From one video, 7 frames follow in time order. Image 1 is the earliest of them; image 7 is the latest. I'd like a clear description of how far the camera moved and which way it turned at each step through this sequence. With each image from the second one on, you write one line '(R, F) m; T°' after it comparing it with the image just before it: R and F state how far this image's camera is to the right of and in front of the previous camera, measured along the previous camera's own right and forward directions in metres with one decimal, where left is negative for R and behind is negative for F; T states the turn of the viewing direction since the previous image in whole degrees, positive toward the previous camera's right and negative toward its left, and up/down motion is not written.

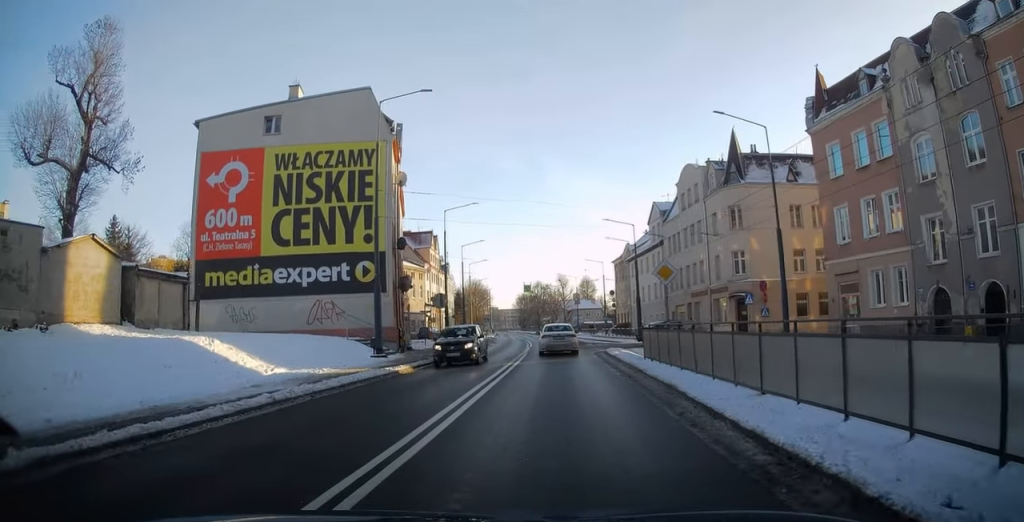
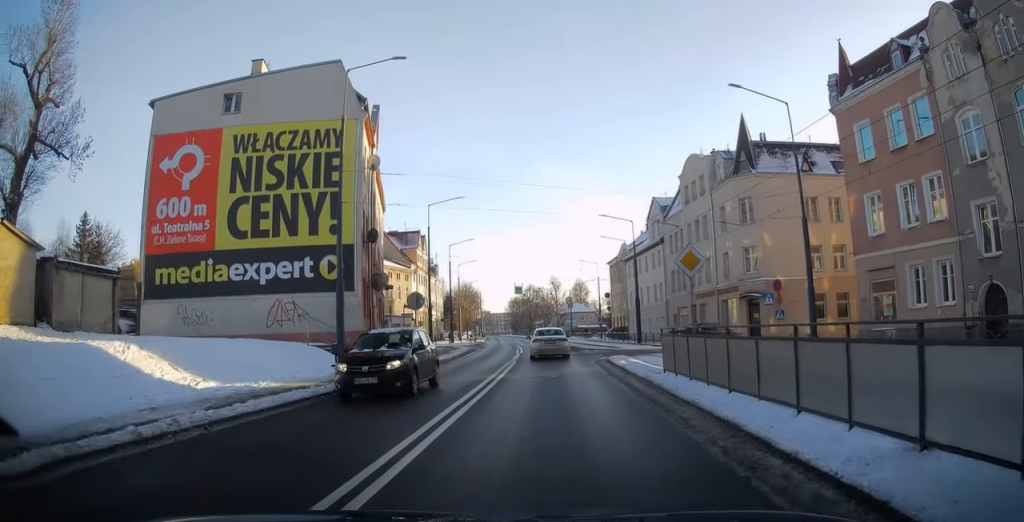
(0.0, +4.2) m; +1°
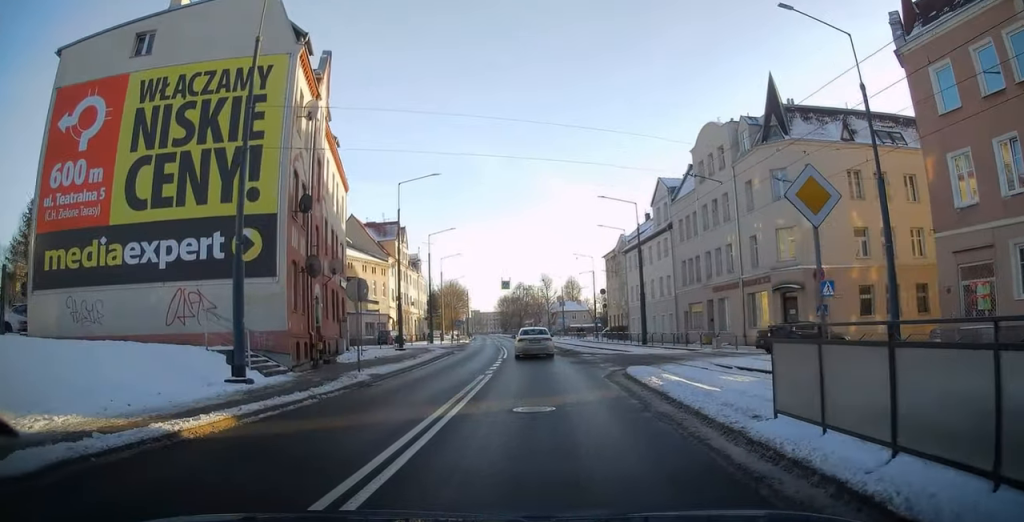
(+0.1, +7.5) m; +1°
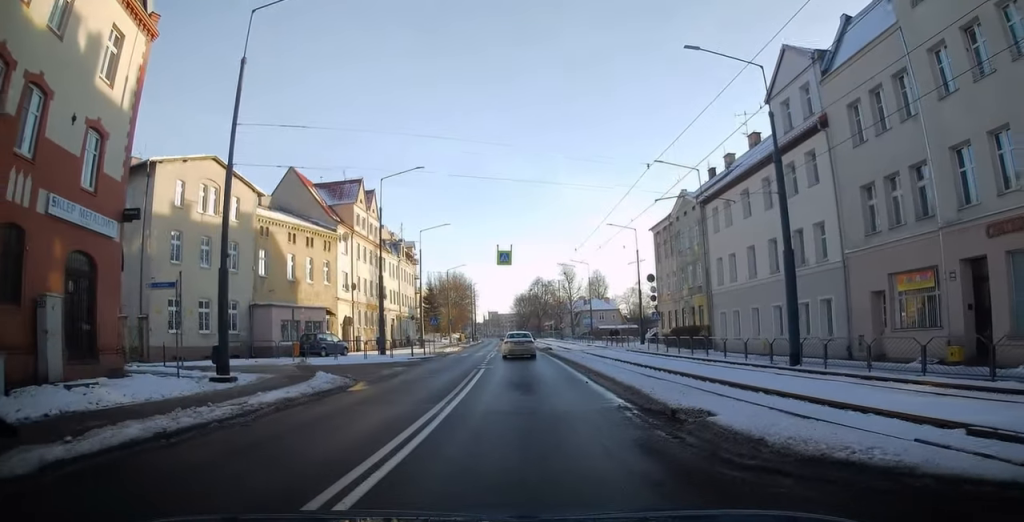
(-0.1, +25.6) m; -2°
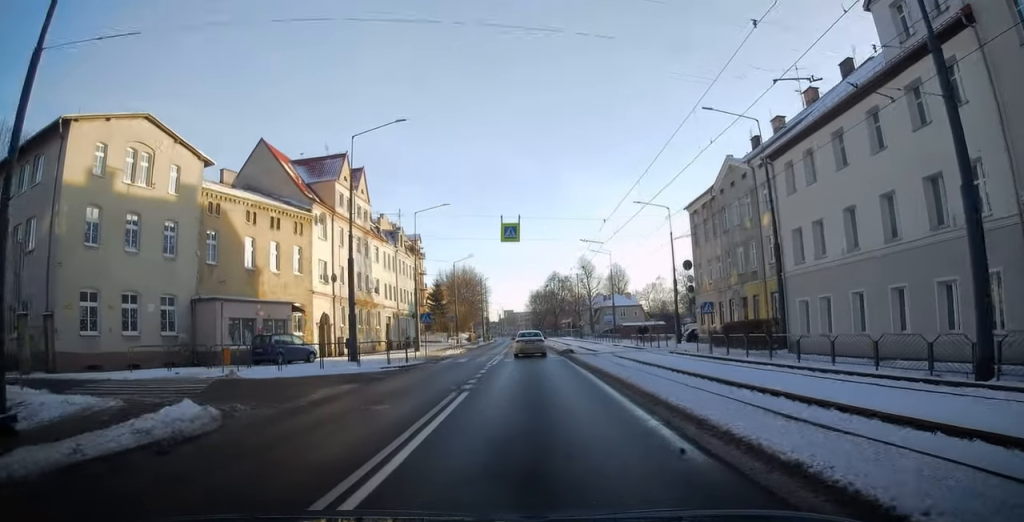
(-0.1, +9.1) m; -2°
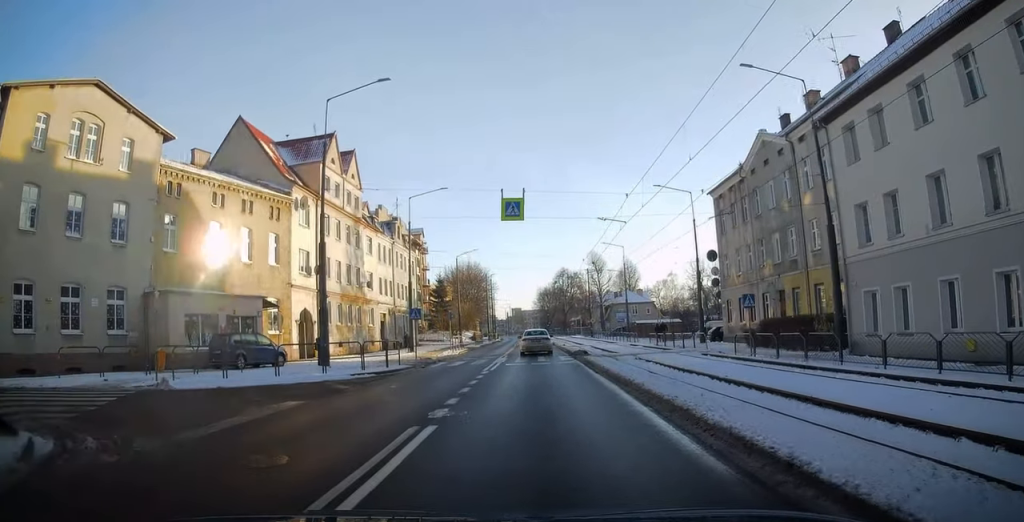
(-0.1, +5.1) m; -1°
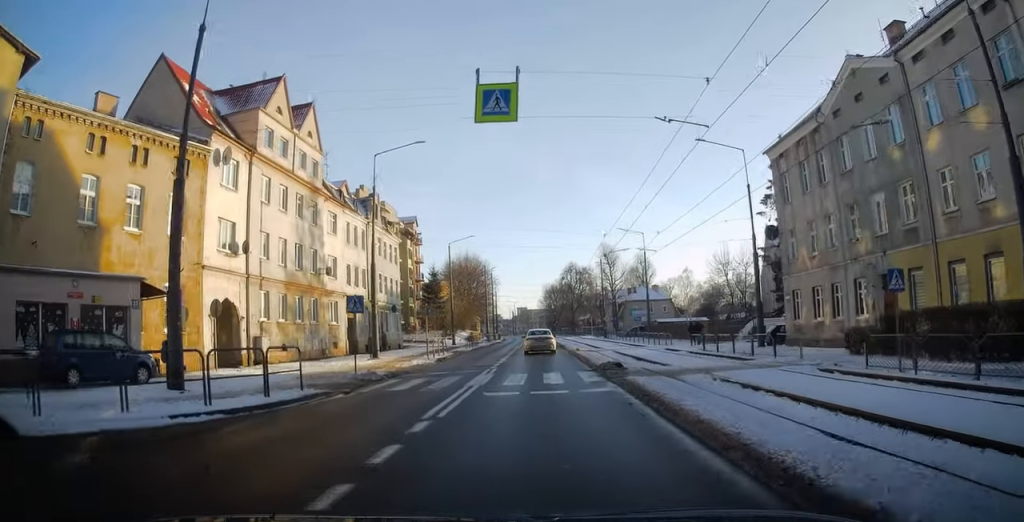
(0.0, +11.1) m; 0°
